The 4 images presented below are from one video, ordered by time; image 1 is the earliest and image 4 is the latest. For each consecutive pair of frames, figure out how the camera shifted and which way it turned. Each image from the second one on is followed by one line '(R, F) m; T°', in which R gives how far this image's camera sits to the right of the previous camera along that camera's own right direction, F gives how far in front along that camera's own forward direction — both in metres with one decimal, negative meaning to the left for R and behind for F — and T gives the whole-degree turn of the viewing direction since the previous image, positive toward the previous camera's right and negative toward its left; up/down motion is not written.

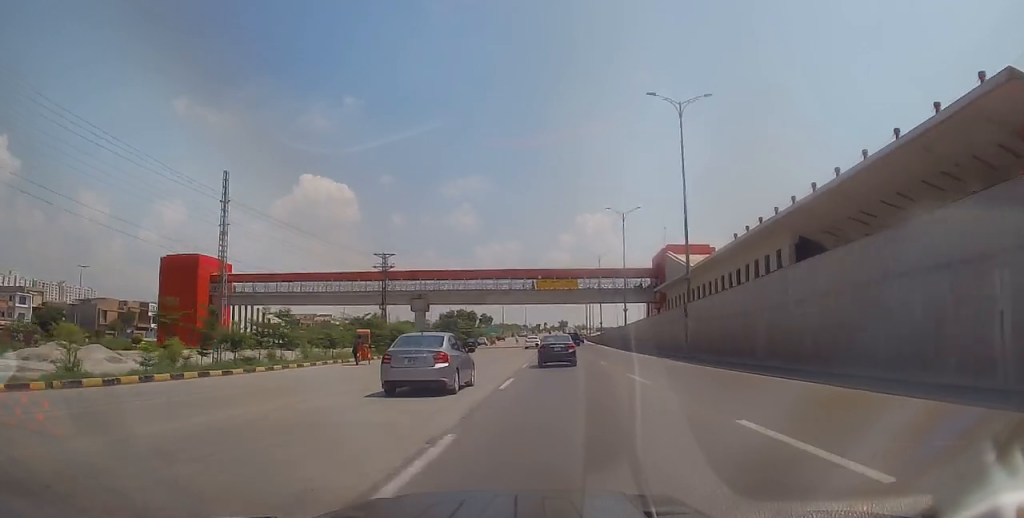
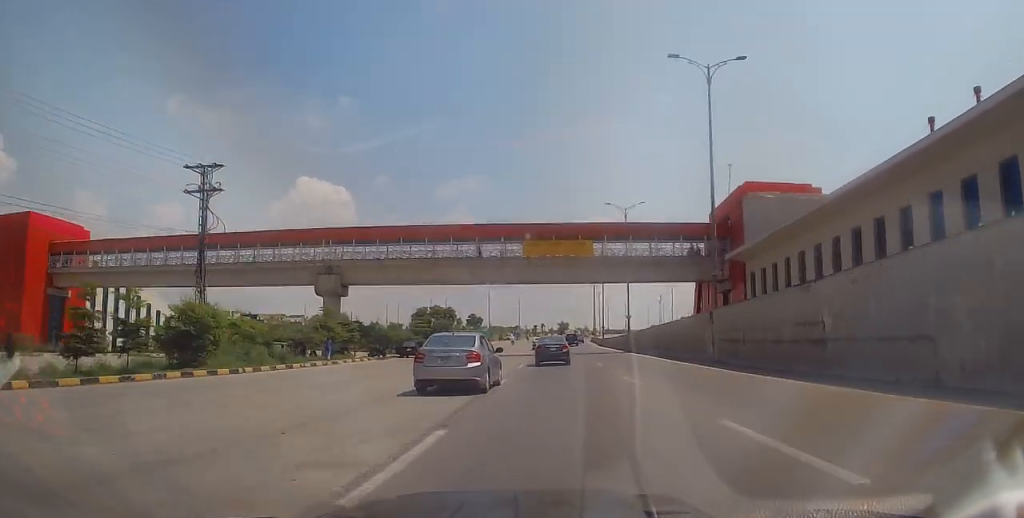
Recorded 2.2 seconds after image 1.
(-0.8, +35.8) m; -2°
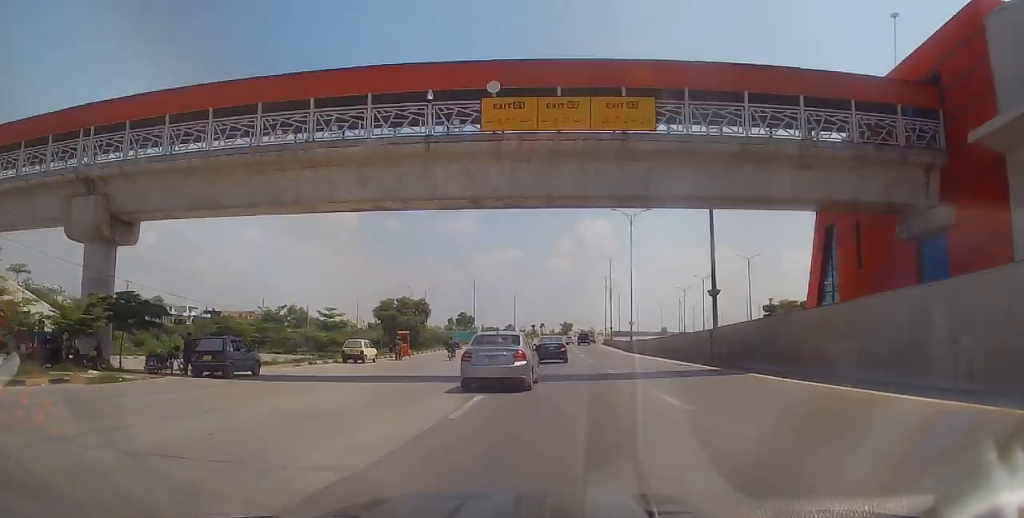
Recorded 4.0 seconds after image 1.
(+0.3, +30.5) m; +2°
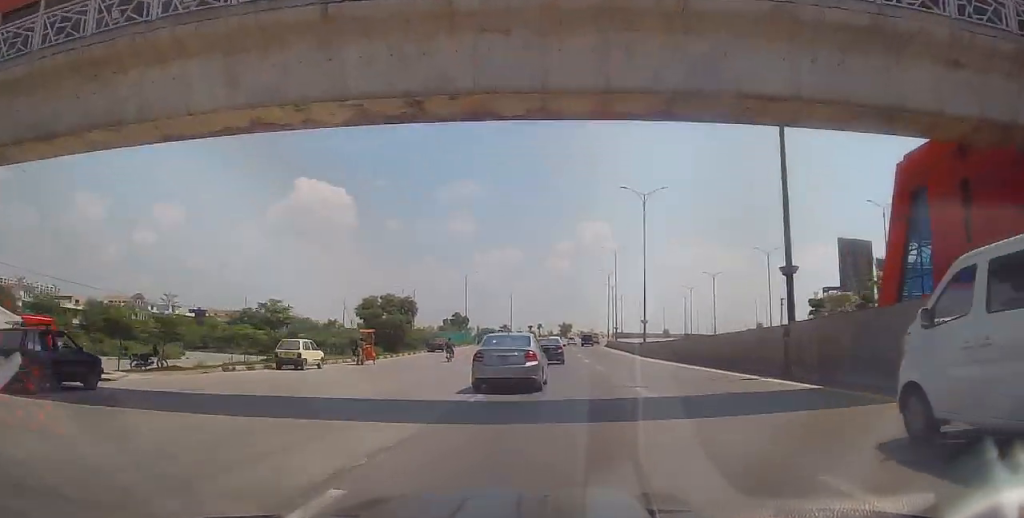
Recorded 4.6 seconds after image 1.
(0.0, +9.1) m; 0°
